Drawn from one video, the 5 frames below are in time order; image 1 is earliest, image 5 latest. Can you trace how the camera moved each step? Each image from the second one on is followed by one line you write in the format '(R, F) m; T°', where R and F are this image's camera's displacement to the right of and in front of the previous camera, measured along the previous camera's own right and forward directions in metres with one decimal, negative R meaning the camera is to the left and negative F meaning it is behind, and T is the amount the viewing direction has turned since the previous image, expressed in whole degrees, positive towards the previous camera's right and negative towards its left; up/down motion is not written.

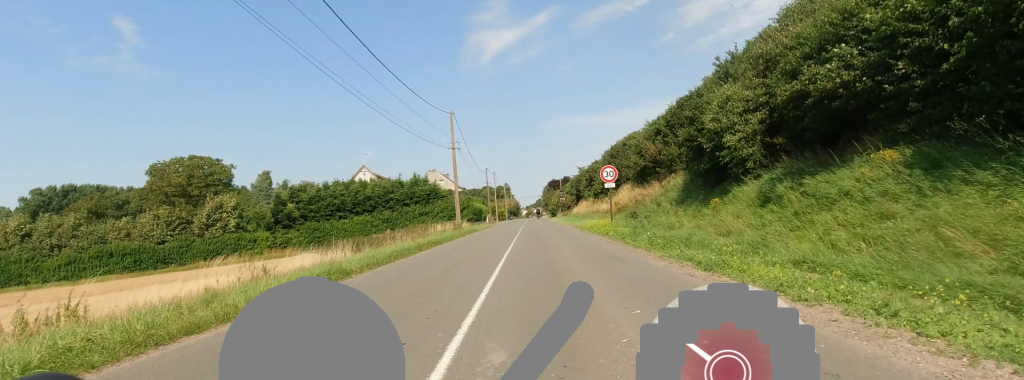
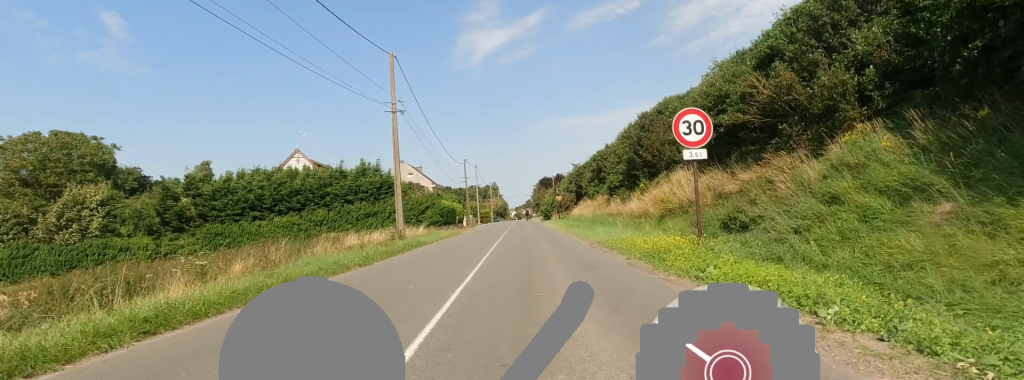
(+0.3, +15.1) m; 0°
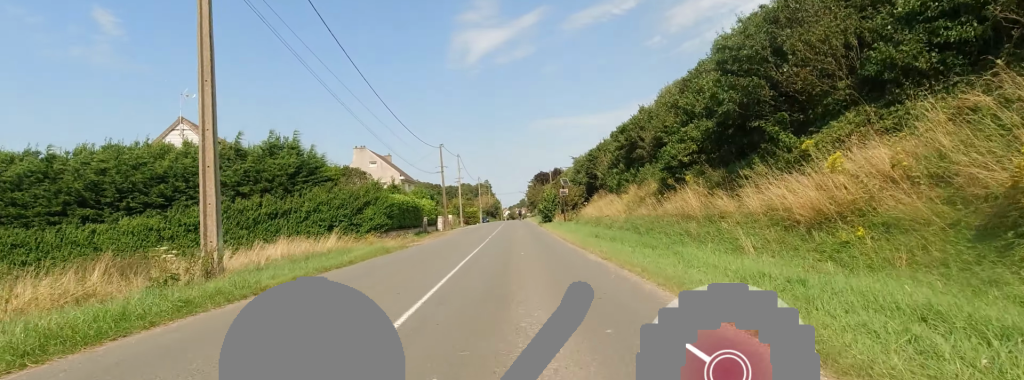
(-0.4, +15.0) m; 0°
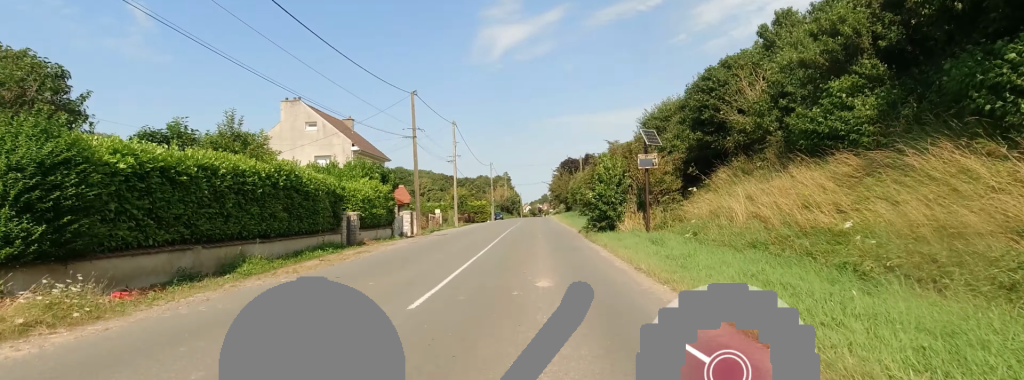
(+0.2, +22.0) m; 0°
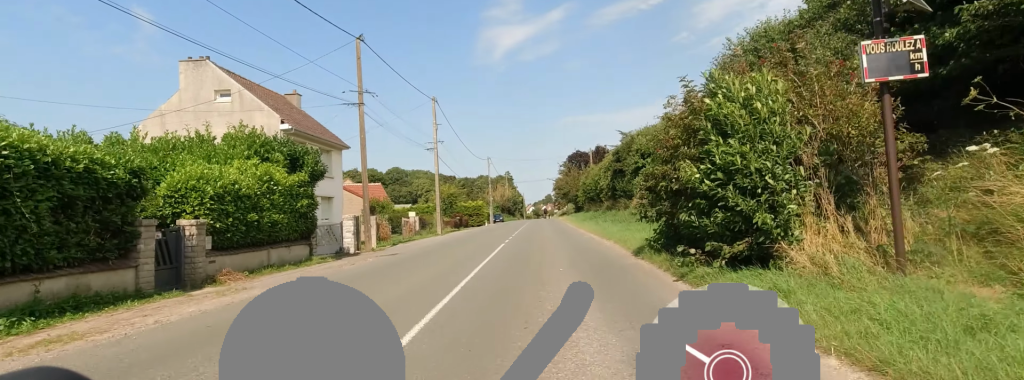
(-0.5, +11.0) m; 0°
